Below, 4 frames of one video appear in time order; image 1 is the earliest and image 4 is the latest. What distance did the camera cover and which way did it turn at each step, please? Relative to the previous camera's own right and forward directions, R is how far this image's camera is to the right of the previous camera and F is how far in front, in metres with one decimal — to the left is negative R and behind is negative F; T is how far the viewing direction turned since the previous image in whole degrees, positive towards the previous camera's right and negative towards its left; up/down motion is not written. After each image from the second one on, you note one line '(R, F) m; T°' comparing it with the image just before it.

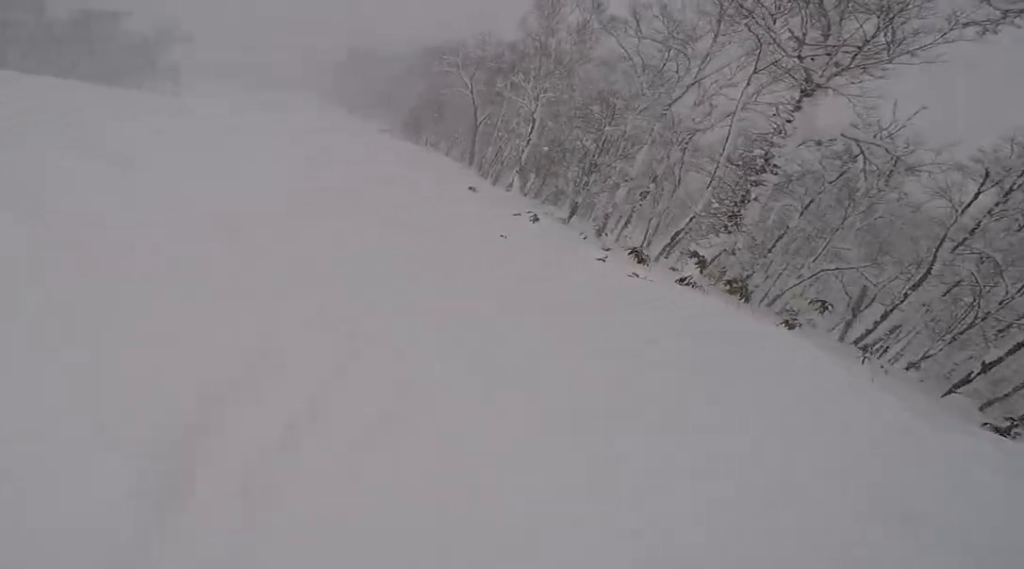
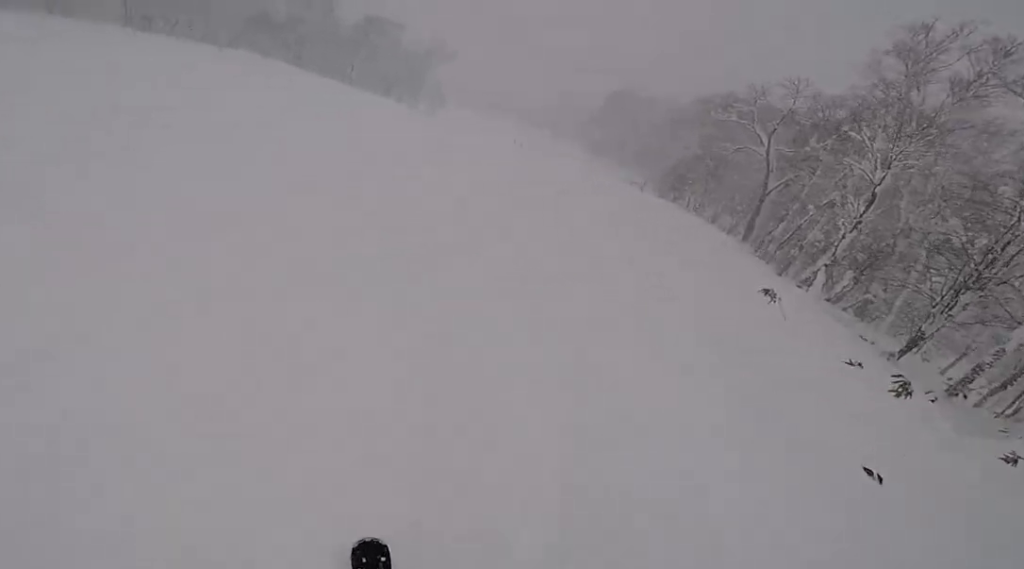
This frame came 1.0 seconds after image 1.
(-0.9, +5.9) m; -10°
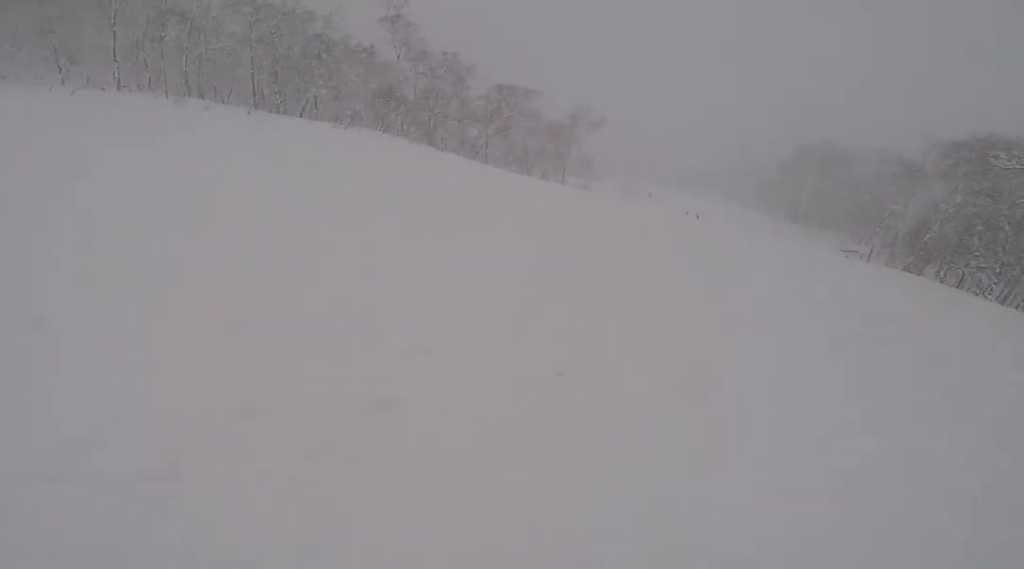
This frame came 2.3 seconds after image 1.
(-0.2, +8.1) m; +2°
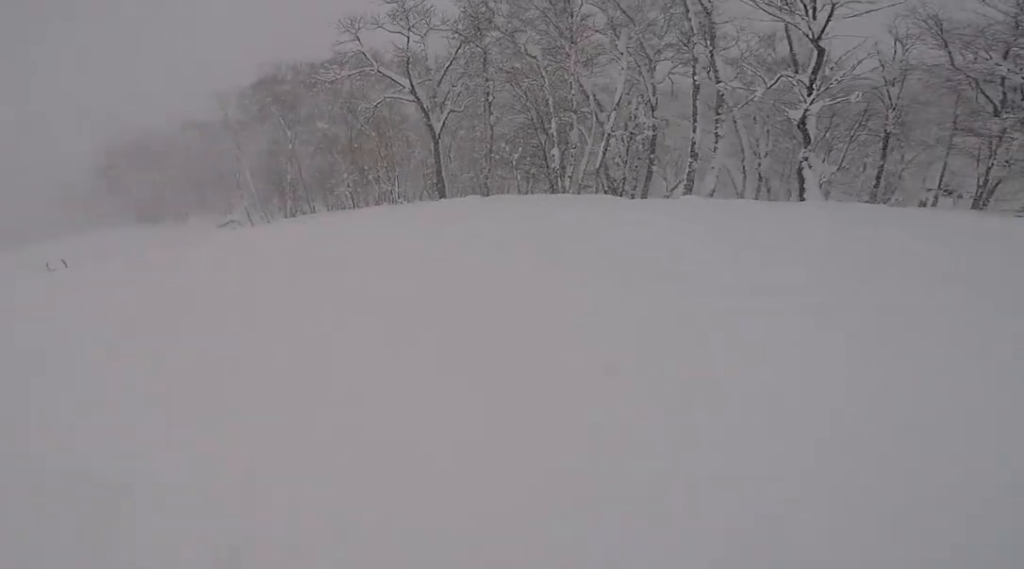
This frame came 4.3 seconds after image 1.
(+3.4, +10.5) m; +46°
